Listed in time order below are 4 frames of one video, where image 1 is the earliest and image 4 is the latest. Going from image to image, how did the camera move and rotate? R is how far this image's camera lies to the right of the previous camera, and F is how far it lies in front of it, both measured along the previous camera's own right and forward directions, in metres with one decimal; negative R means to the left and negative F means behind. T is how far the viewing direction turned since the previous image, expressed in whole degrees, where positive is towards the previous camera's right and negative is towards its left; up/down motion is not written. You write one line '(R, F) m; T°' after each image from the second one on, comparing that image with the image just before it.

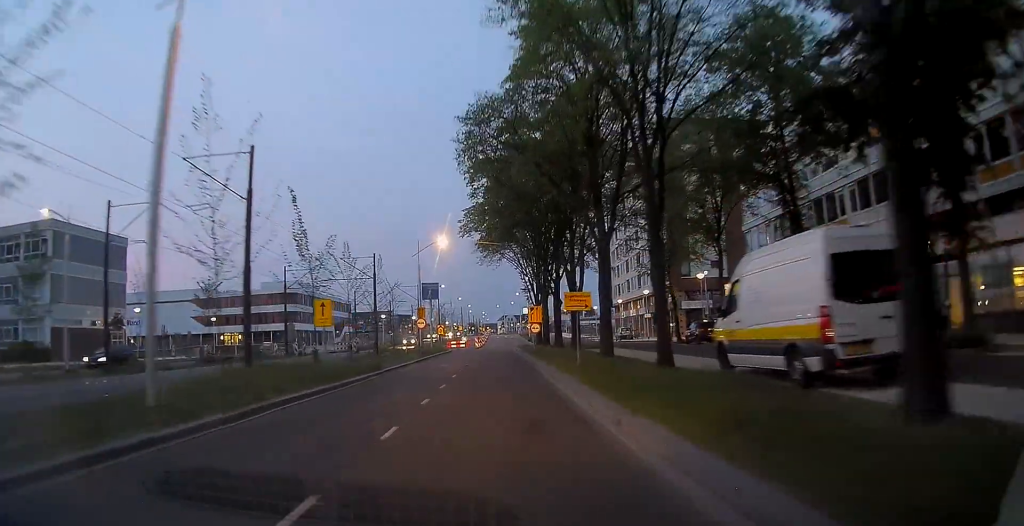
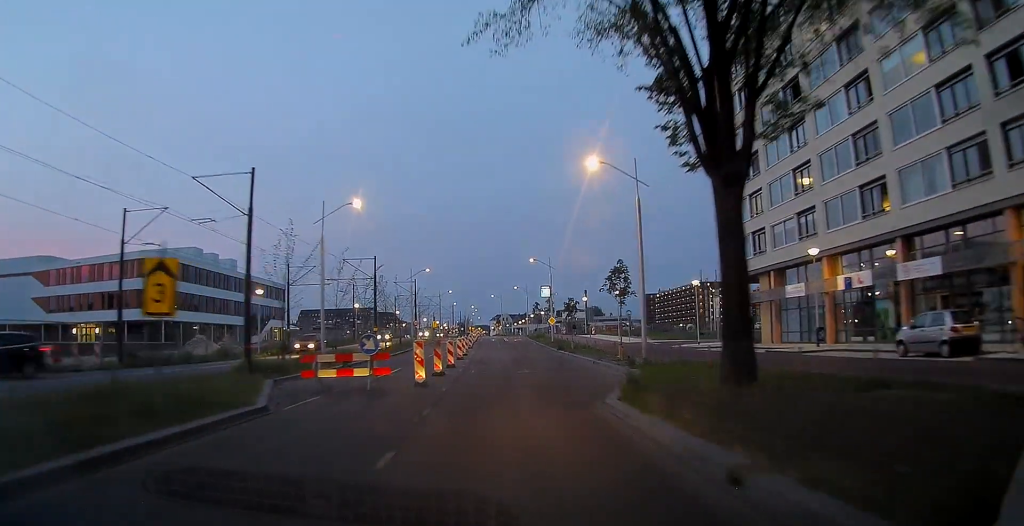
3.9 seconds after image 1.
(0.0, +50.4) m; 0°
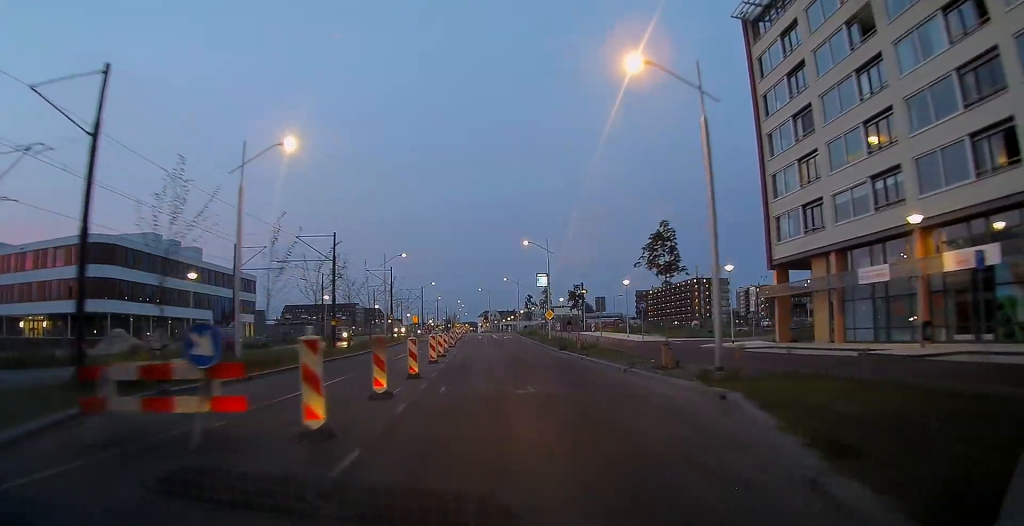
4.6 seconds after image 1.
(0.0, +9.3) m; +1°
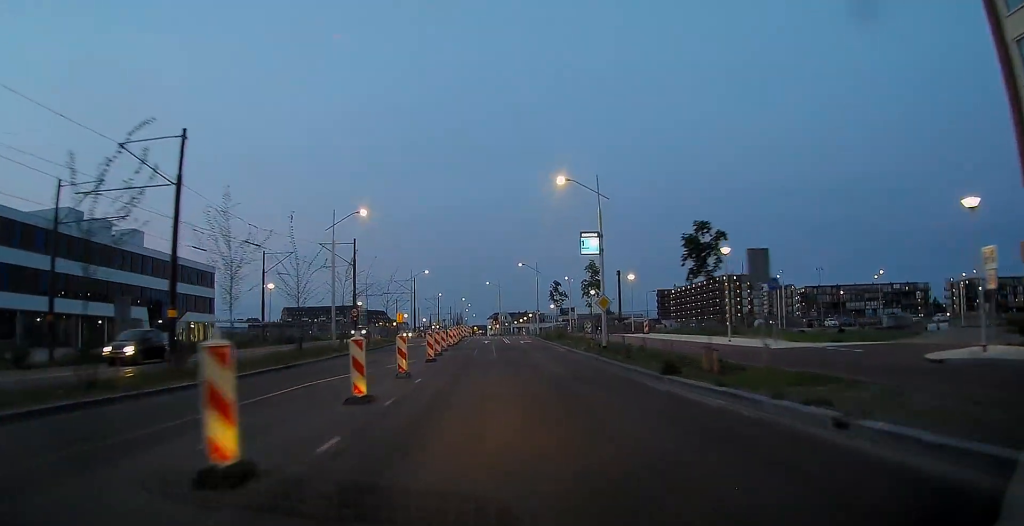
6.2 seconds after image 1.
(+0.3, +21.4) m; 0°
